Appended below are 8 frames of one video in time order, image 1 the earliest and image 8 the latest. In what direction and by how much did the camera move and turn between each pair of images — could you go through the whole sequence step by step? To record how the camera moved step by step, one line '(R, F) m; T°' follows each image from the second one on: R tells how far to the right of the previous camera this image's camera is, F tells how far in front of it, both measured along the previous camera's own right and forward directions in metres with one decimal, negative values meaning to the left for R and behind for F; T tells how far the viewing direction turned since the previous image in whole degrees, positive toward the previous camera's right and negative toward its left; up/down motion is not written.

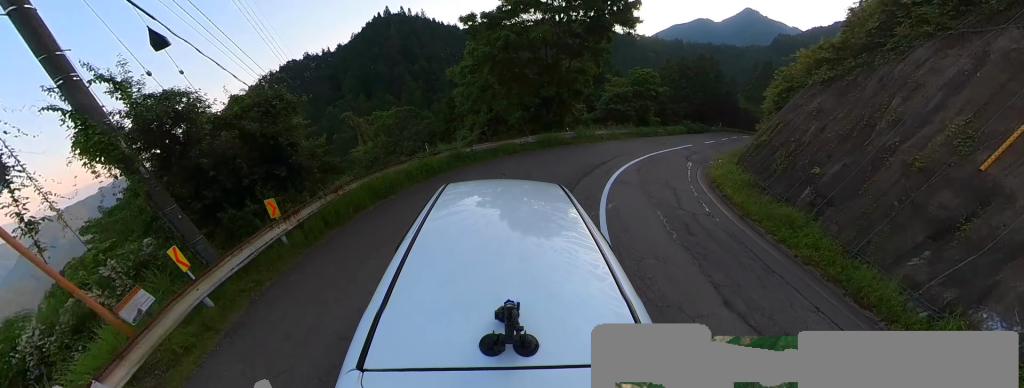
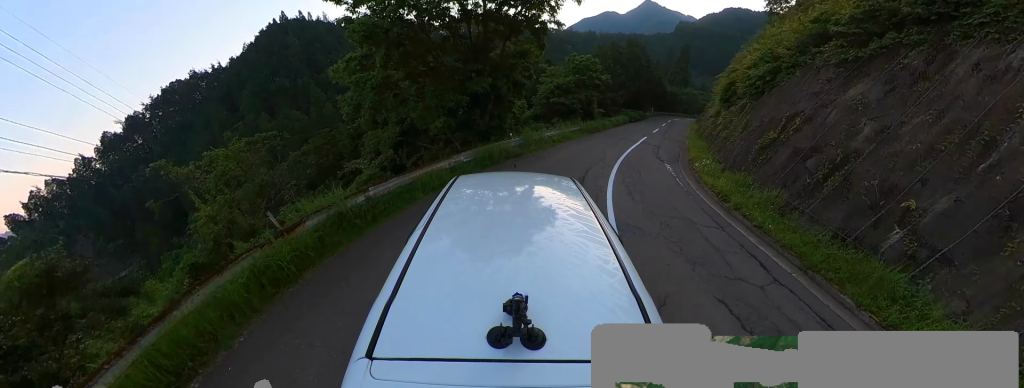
(+1.5, +4.8) m; +14°
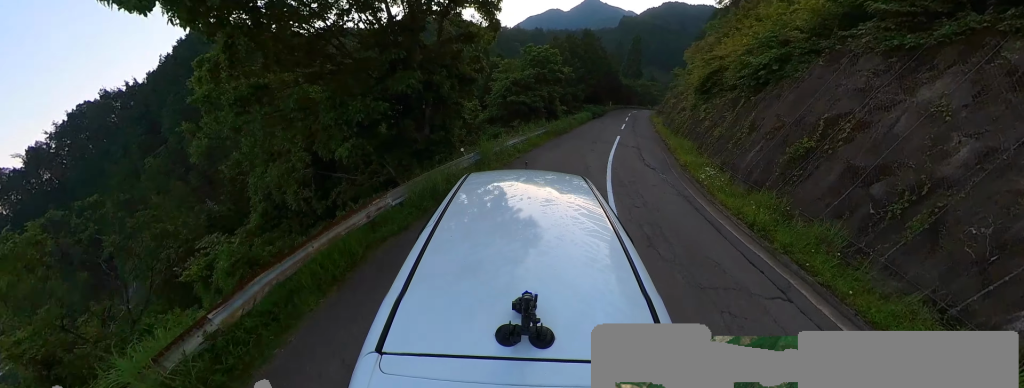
(+0.5, +3.7) m; +6°
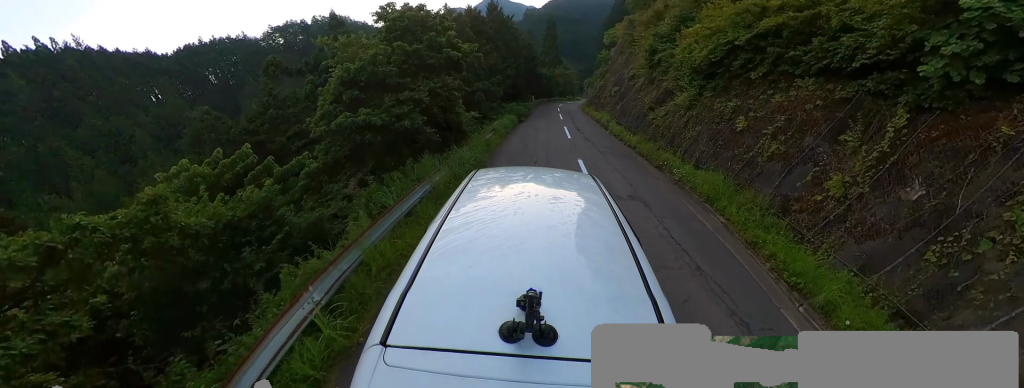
(-0.1, +10.5) m; +2°
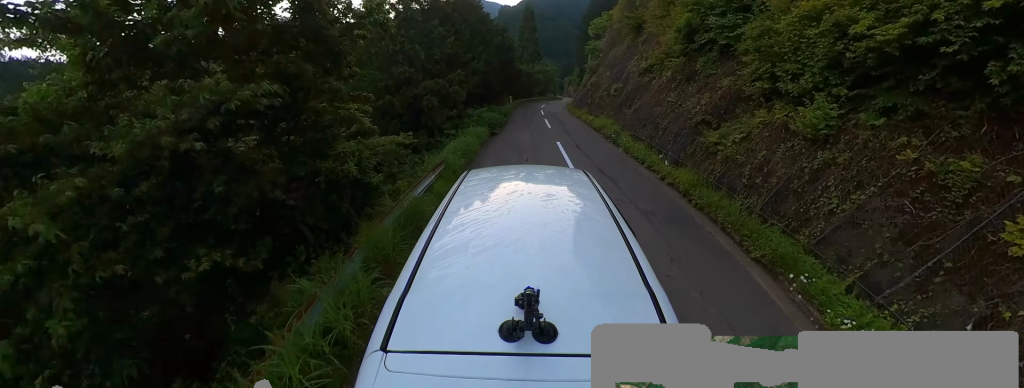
(+0.2, +7.1) m; +3°
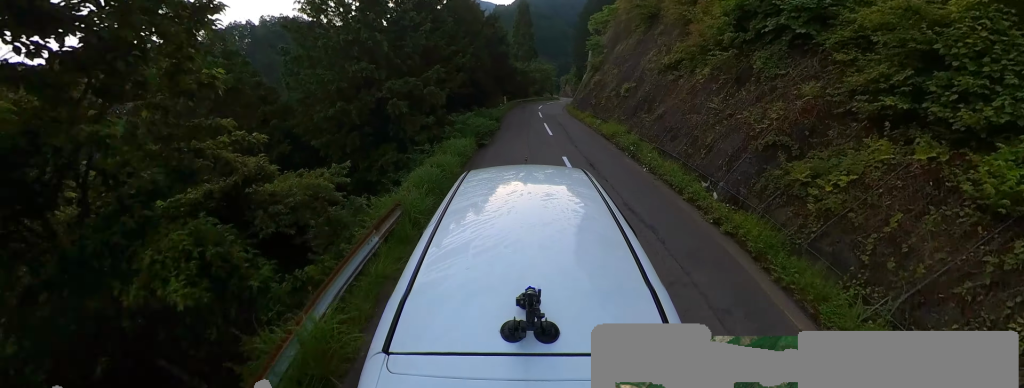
(-0.1, +3.4) m; +1°
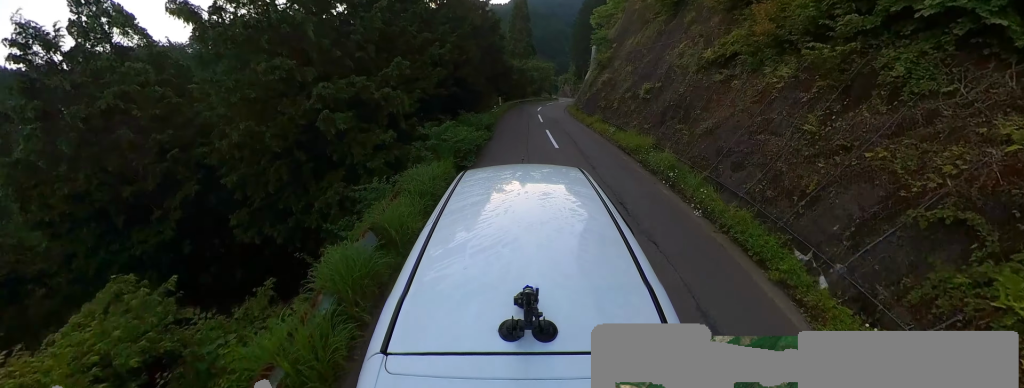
(+0.1, +3.8) m; +6°
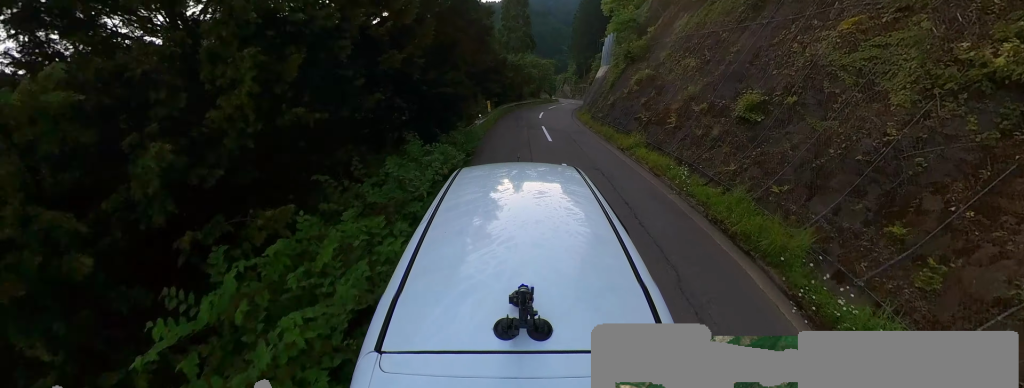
(+0.4, +8.0) m; +15°
